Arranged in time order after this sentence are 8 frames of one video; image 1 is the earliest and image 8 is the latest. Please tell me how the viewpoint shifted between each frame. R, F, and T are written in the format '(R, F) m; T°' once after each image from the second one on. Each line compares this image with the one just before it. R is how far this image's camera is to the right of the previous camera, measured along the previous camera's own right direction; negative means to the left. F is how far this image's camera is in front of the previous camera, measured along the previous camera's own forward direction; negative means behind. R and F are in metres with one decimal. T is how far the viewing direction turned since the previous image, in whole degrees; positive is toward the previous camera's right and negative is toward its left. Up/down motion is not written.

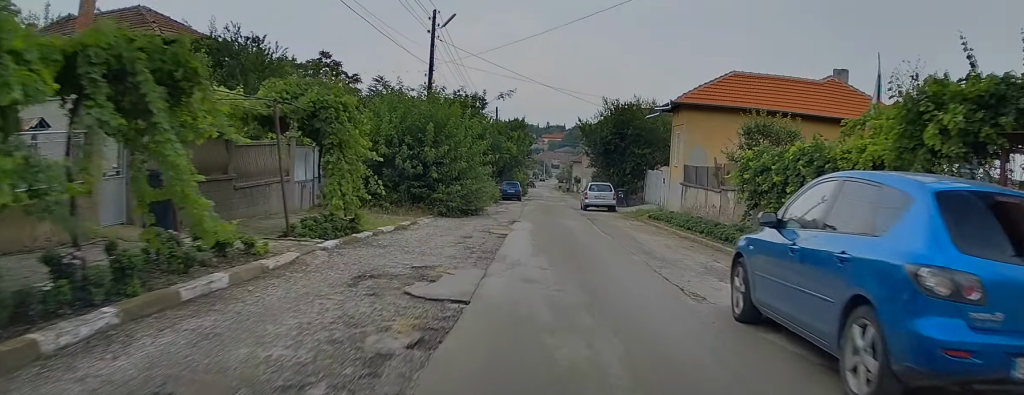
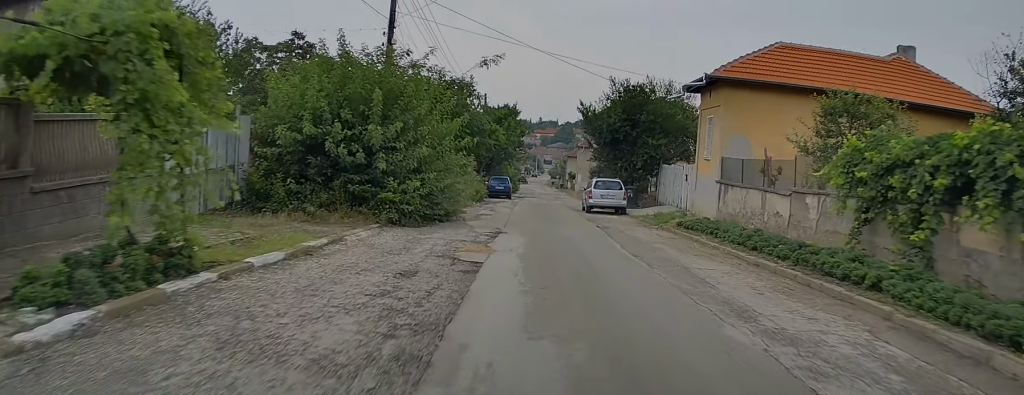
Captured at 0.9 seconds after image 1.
(-0.1, +6.5) m; 0°
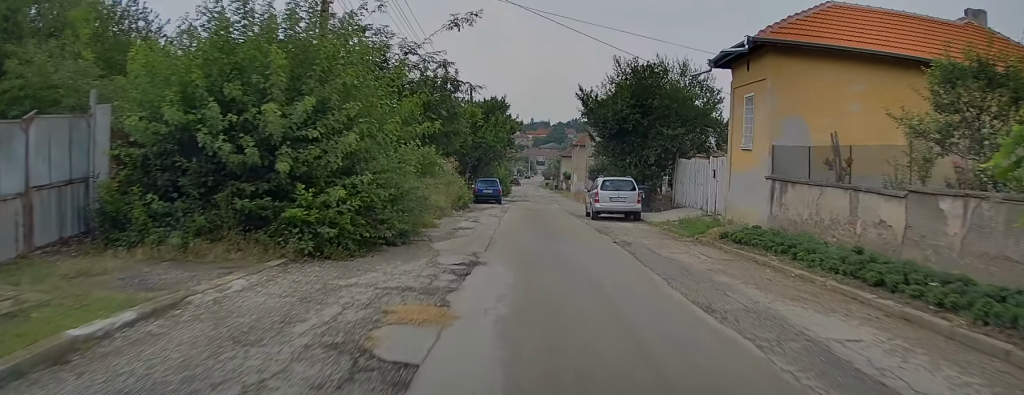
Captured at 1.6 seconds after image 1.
(+0.1, +5.4) m; +1°
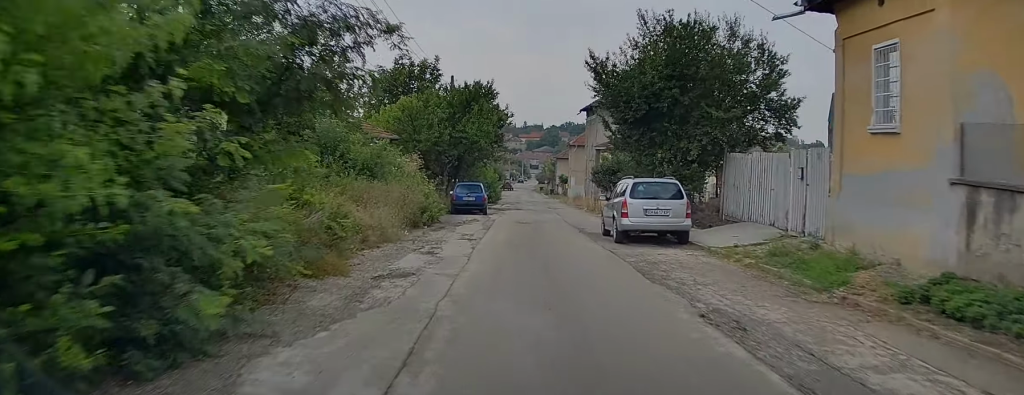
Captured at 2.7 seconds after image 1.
(+0.1, +8.3) m; +1°
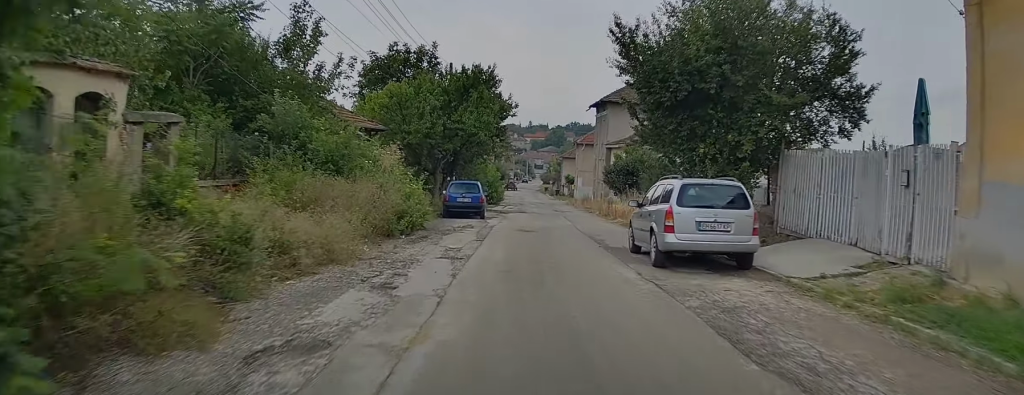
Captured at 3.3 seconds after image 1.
(+0.1, +4.4) m; 0°
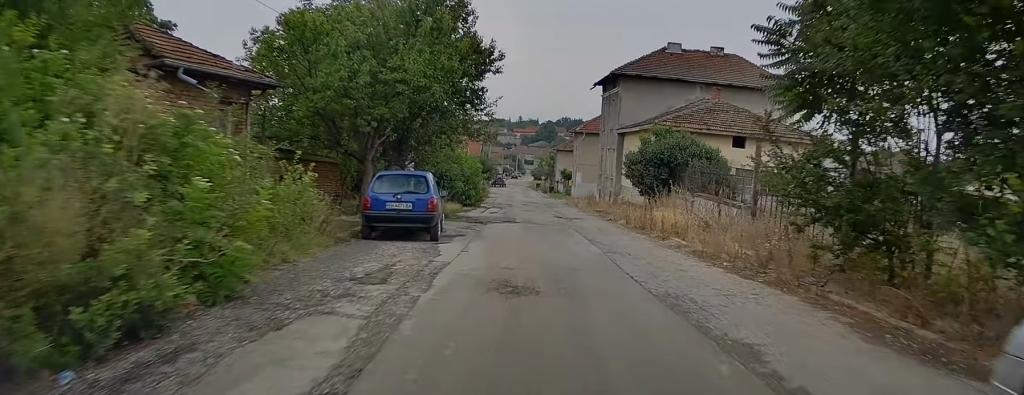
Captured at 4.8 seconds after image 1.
(0.0, +12.1) m; +1°
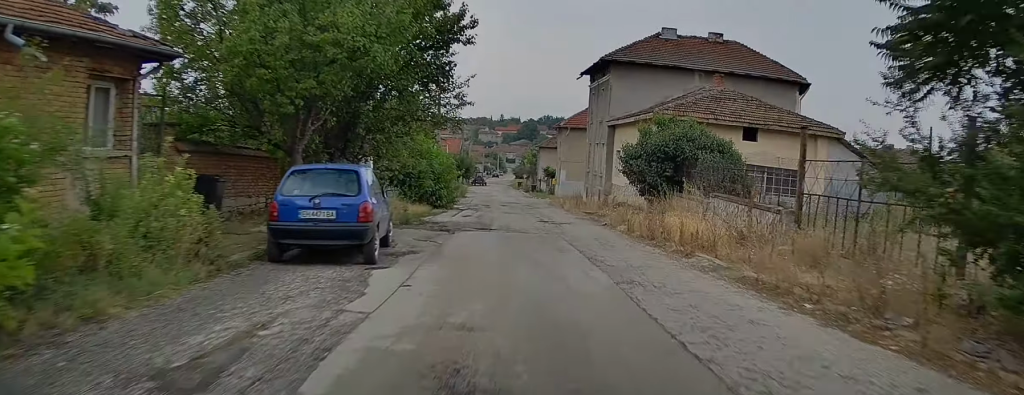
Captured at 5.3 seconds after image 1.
(0.0, +4.4) m; +1°
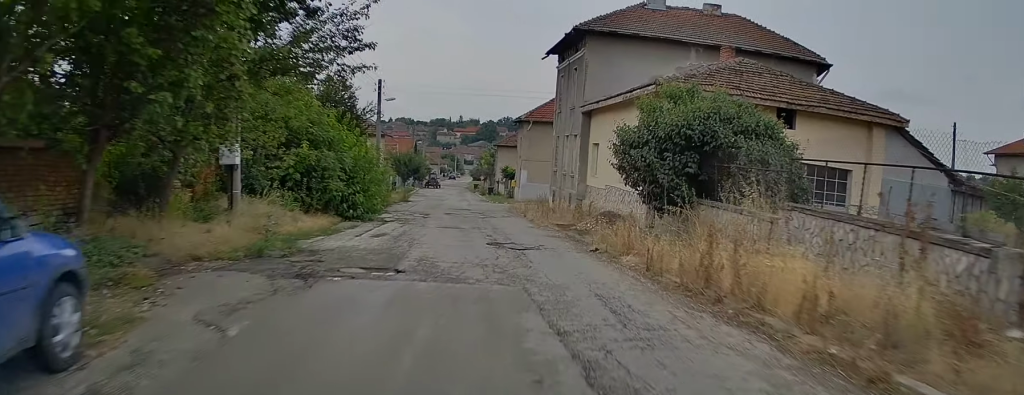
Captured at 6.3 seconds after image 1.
(+0.2, +8.4) m; +2°
